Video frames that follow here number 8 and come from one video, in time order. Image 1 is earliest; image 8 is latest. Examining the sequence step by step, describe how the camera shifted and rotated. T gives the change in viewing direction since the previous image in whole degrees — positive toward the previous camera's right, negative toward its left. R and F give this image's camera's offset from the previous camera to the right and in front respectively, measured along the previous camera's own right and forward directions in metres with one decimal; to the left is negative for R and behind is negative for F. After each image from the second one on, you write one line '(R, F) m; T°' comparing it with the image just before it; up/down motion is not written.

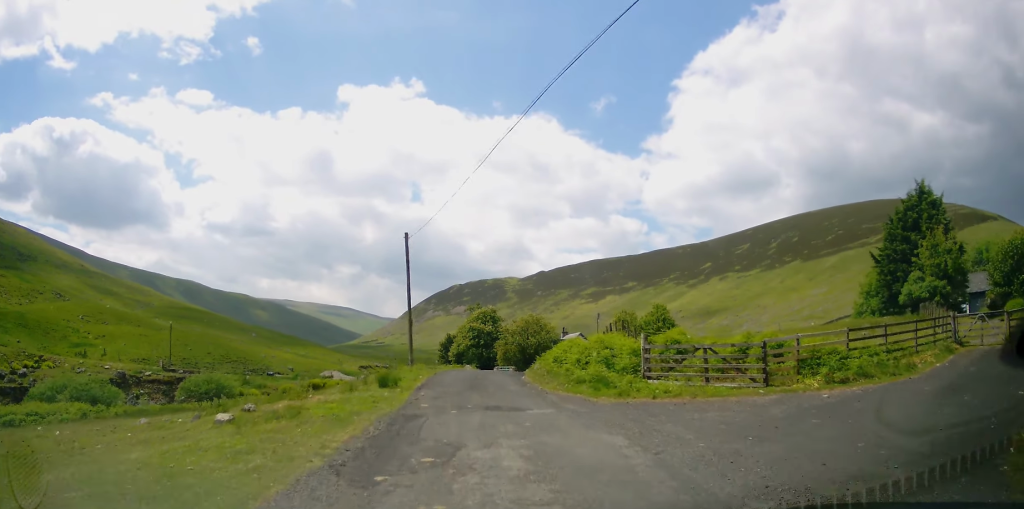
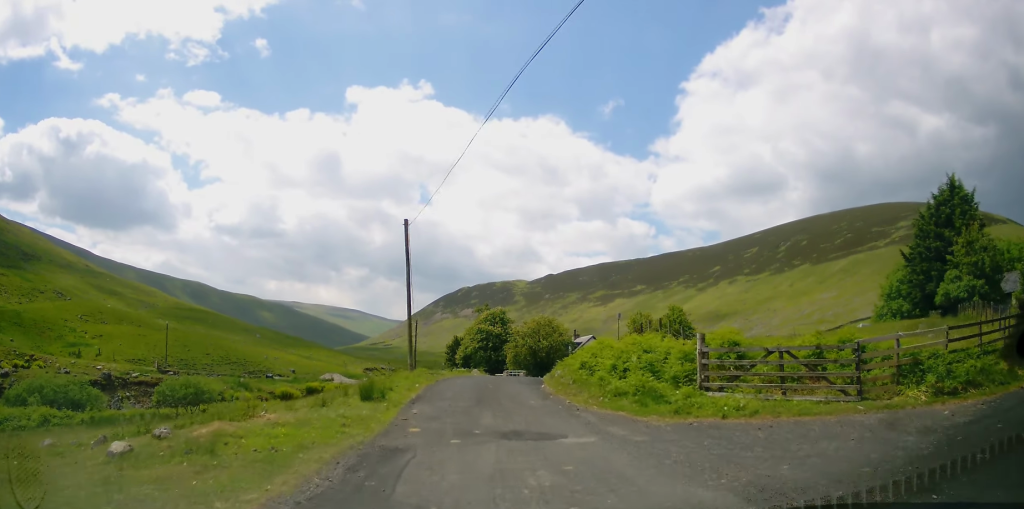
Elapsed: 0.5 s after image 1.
(-0.3, +3.5) m; -3°
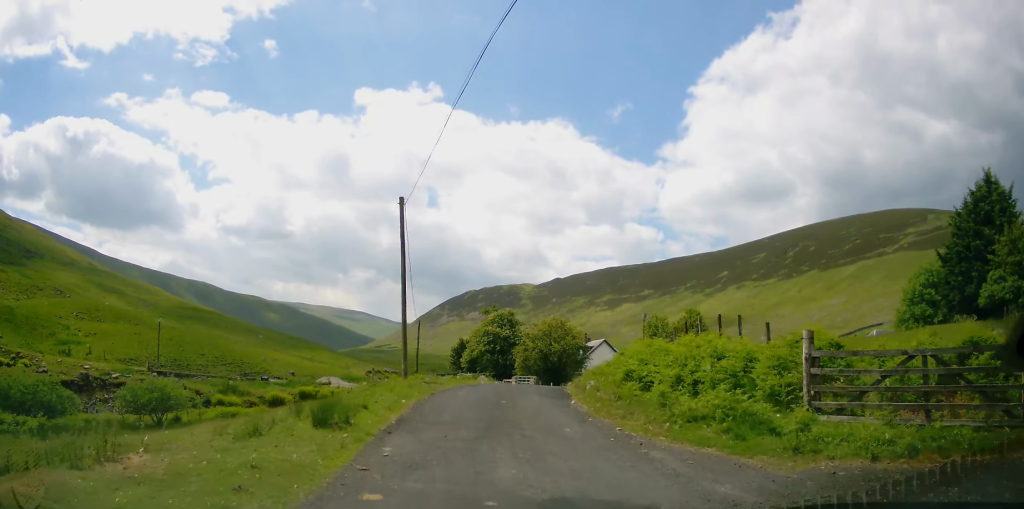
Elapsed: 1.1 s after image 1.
(-0.2, +4.1) m; -2°
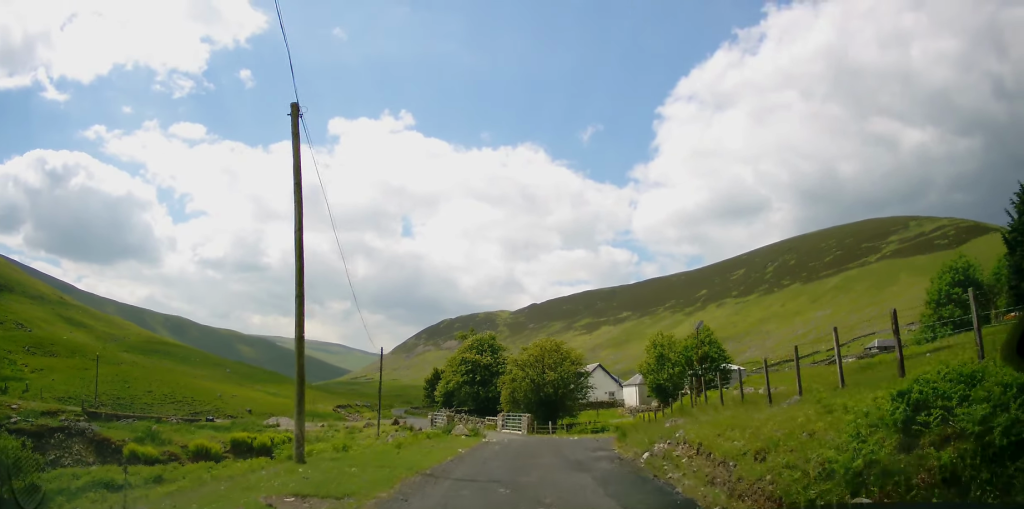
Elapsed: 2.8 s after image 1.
(+0.2, +10.6) m; +1°
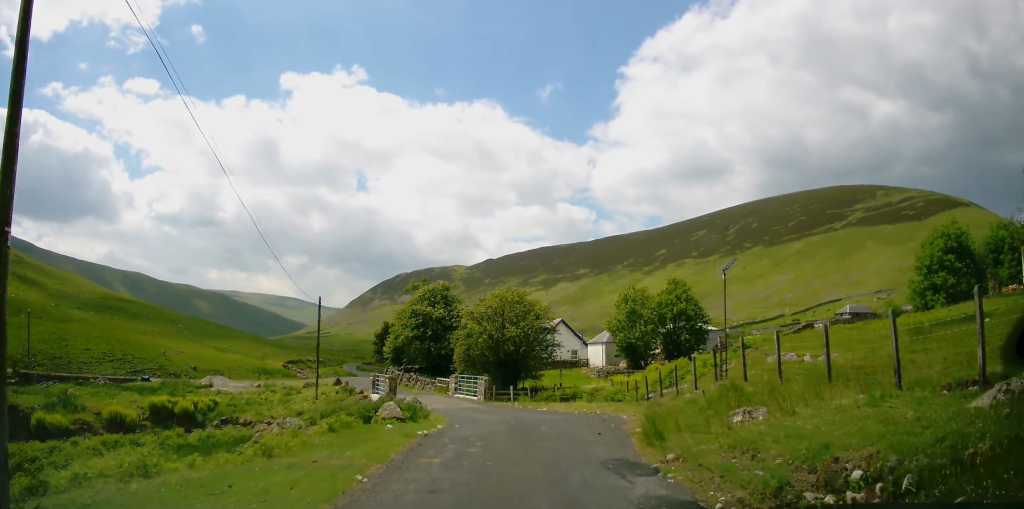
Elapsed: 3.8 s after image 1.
(-0.2, +6.1) m; +6°
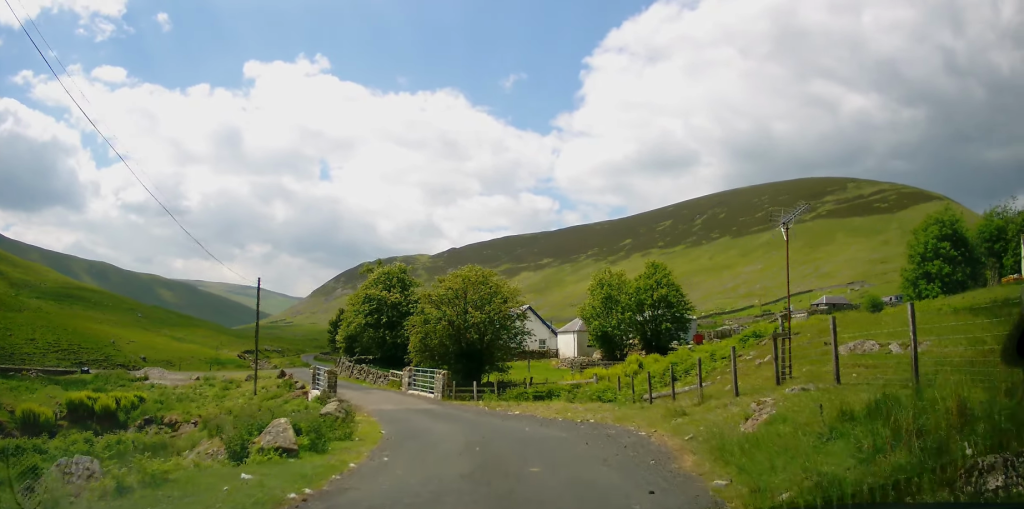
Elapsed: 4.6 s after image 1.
(+0.7, +5.1) m; +4°
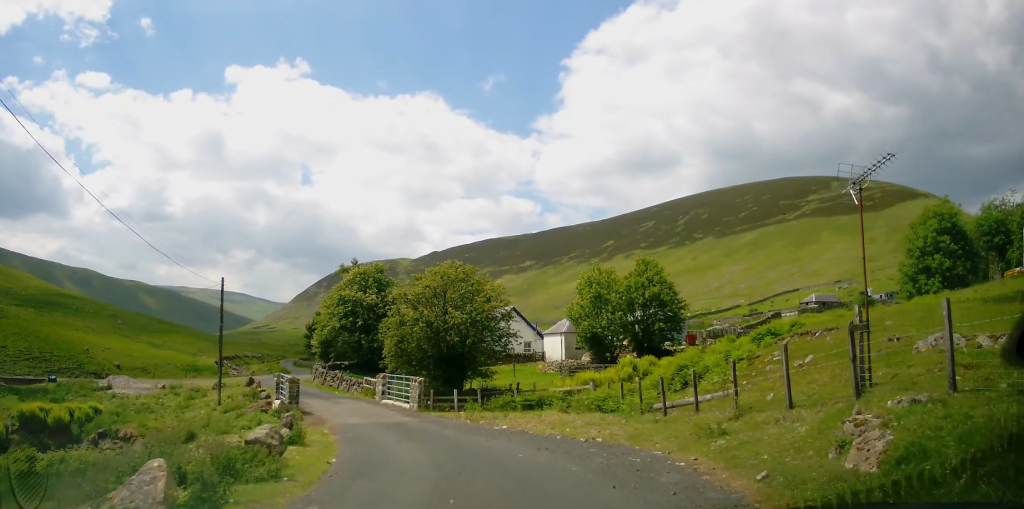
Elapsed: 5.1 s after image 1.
(+0.1, +3.0) m; +1°
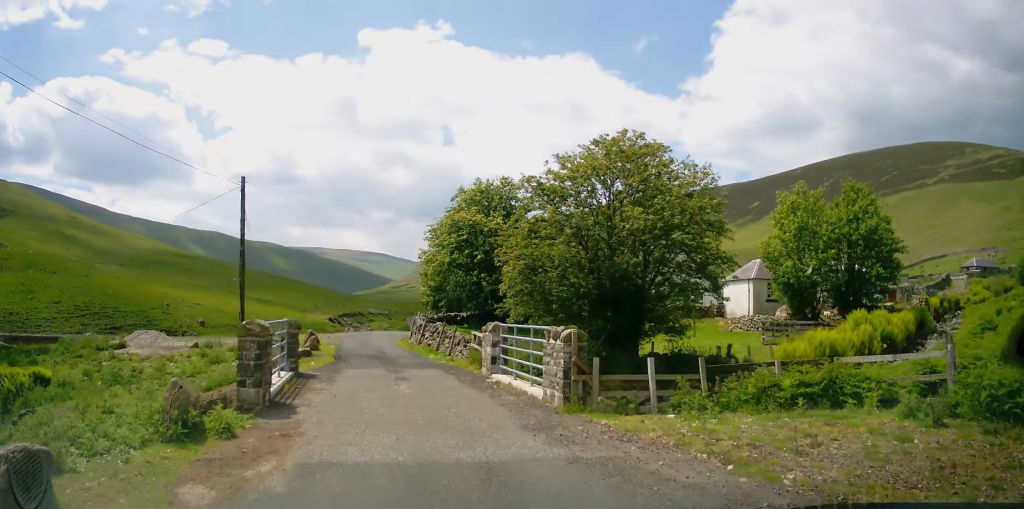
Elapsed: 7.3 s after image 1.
(-1.1, +12.8) m; -14°
